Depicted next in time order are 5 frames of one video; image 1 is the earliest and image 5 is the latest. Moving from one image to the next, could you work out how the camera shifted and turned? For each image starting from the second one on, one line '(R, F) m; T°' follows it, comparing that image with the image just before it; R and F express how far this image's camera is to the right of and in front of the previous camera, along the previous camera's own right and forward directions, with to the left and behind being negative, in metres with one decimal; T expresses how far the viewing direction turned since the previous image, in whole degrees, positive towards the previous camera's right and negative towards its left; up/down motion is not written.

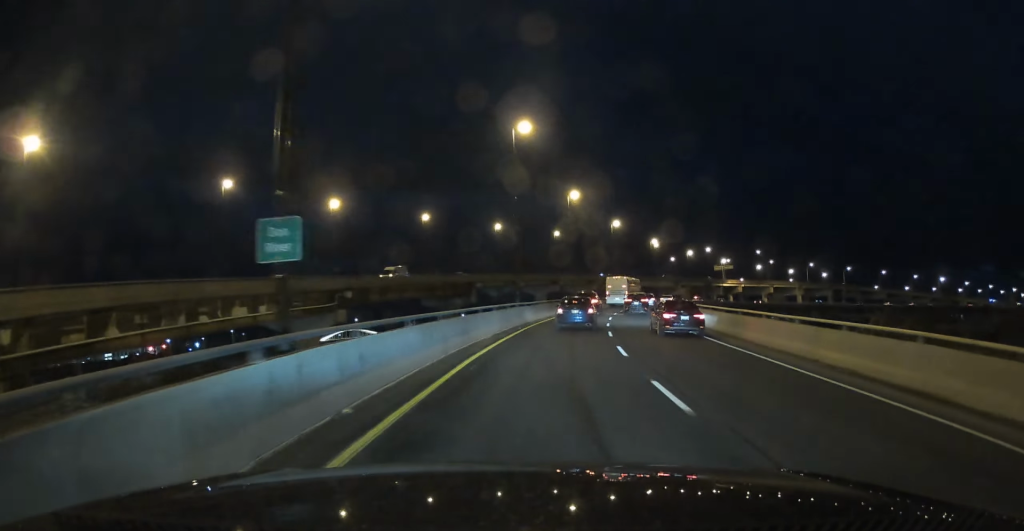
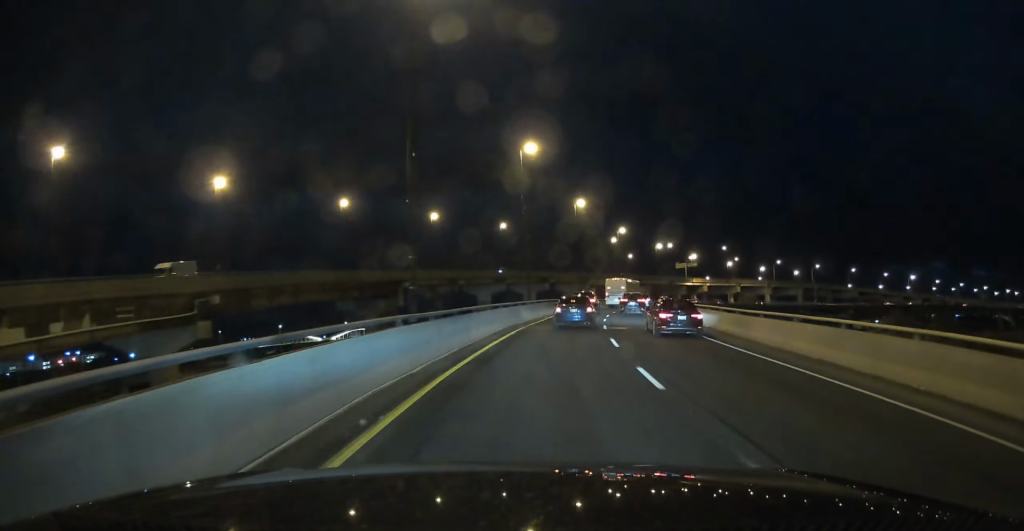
(-0.4, +22.6) m; +4°
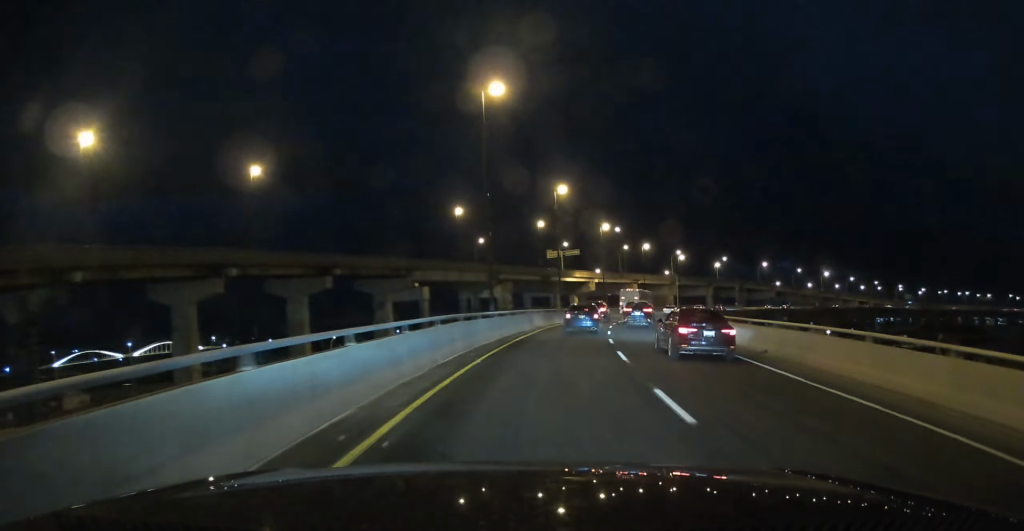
(+9.9, +72.9) m; +14°
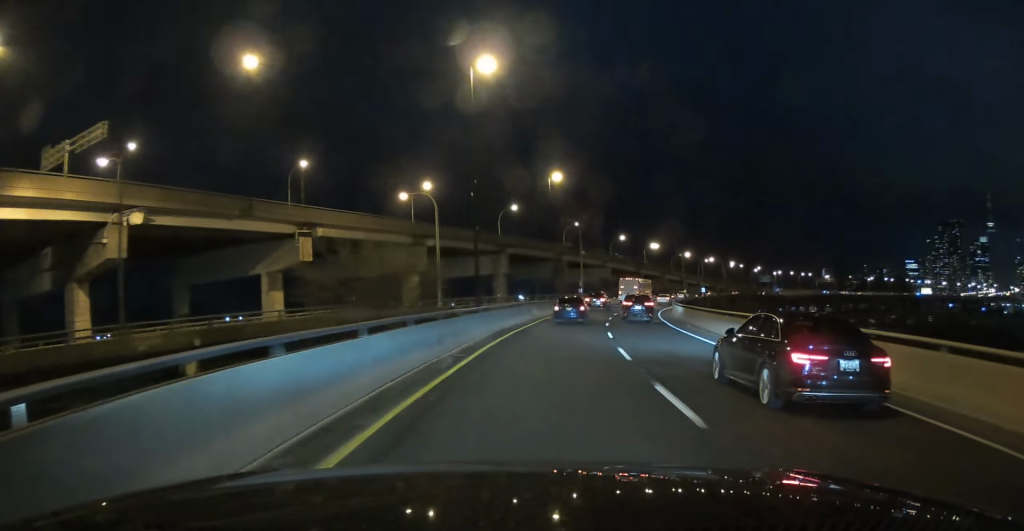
(+22.6, +112.7) m; +23°
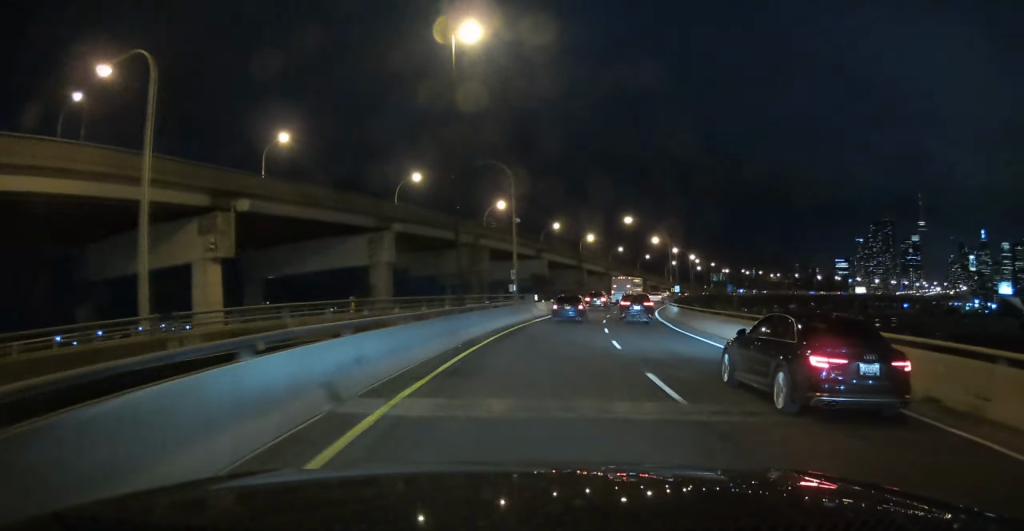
(+1.8, +33.1) m; +6°
